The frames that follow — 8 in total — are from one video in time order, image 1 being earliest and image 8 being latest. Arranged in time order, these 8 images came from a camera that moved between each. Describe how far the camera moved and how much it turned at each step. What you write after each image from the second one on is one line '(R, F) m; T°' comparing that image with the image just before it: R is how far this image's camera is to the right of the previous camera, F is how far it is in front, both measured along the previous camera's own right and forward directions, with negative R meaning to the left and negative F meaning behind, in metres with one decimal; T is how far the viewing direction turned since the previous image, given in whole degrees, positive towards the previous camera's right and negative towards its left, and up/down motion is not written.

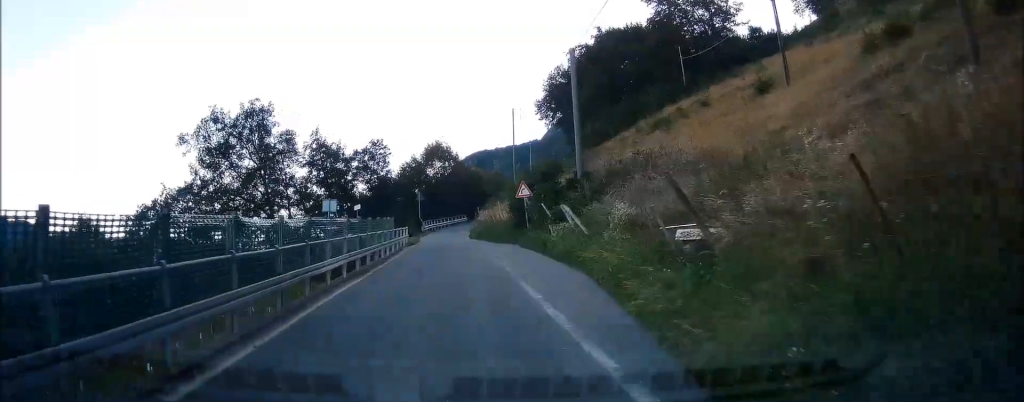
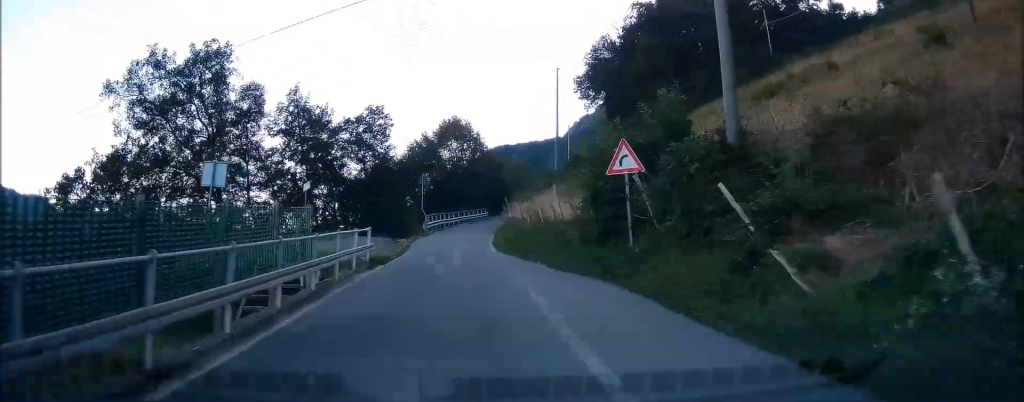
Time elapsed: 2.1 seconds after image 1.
(+0.7, +16.9) m; +4°
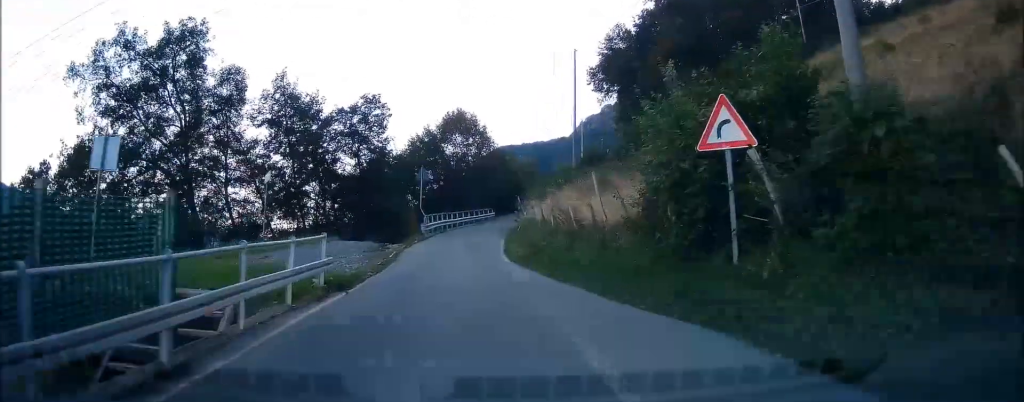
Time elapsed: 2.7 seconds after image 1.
(0.0, +5.4) m; -2°
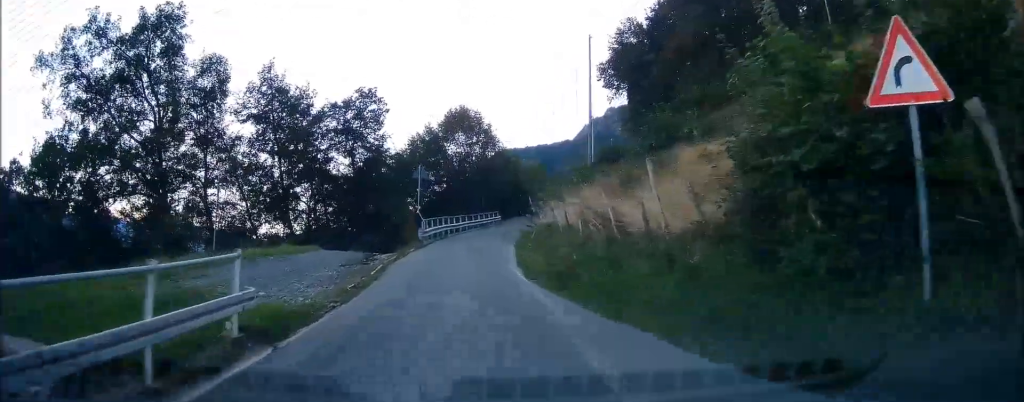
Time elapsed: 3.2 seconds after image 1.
(0.0, +4.1) m; -2°
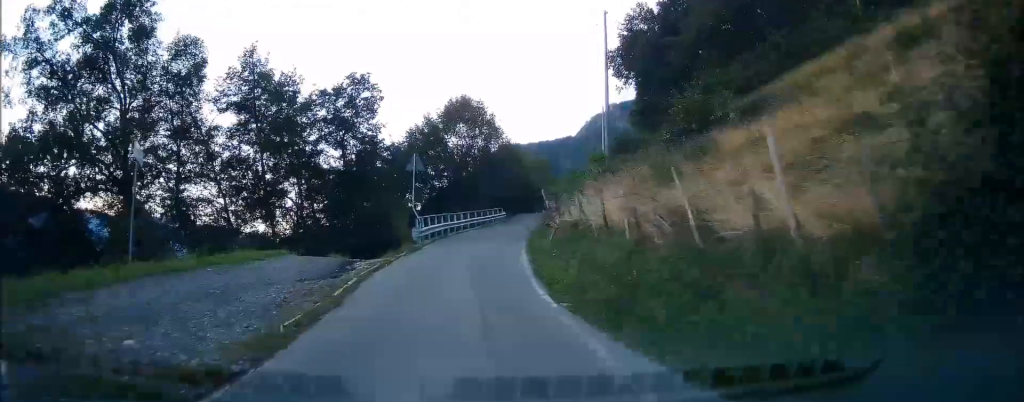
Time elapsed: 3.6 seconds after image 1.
(-0.1, +4.1) m; -5°
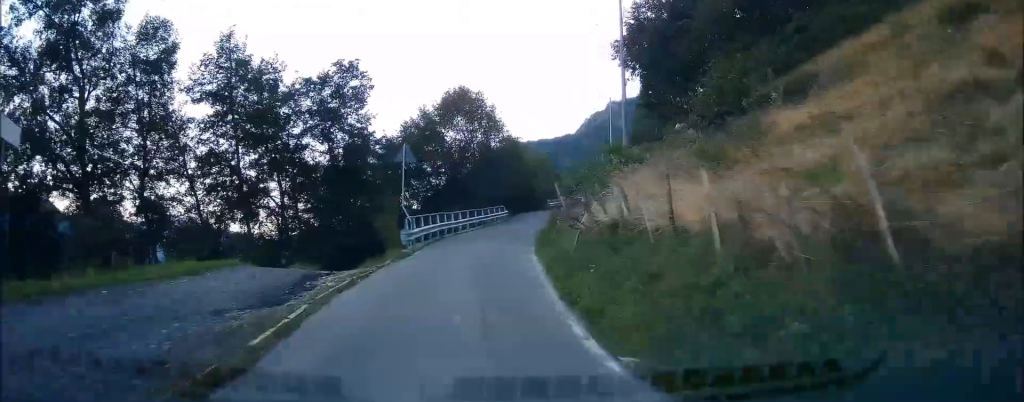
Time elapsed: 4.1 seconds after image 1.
(+0.1, +3.9) m; -5°
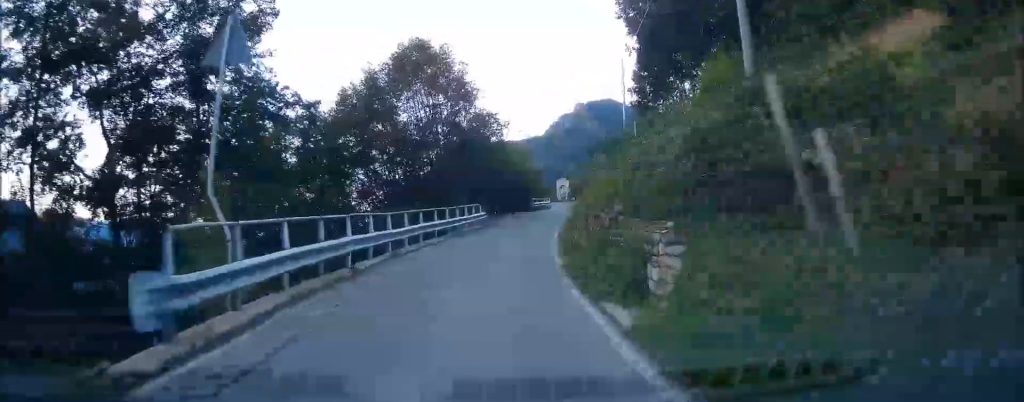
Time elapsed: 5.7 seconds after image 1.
(+0.1, +13.4) m; +14°
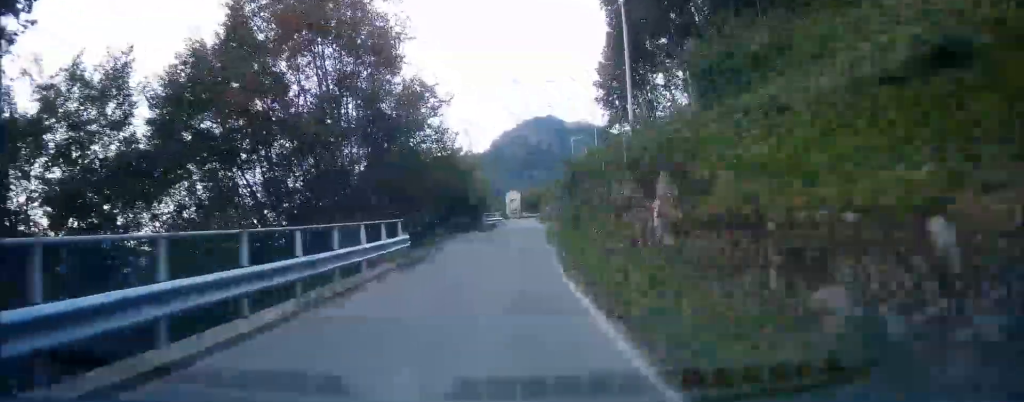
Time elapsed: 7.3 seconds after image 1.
(+2.4, +16.0) m; +7°
